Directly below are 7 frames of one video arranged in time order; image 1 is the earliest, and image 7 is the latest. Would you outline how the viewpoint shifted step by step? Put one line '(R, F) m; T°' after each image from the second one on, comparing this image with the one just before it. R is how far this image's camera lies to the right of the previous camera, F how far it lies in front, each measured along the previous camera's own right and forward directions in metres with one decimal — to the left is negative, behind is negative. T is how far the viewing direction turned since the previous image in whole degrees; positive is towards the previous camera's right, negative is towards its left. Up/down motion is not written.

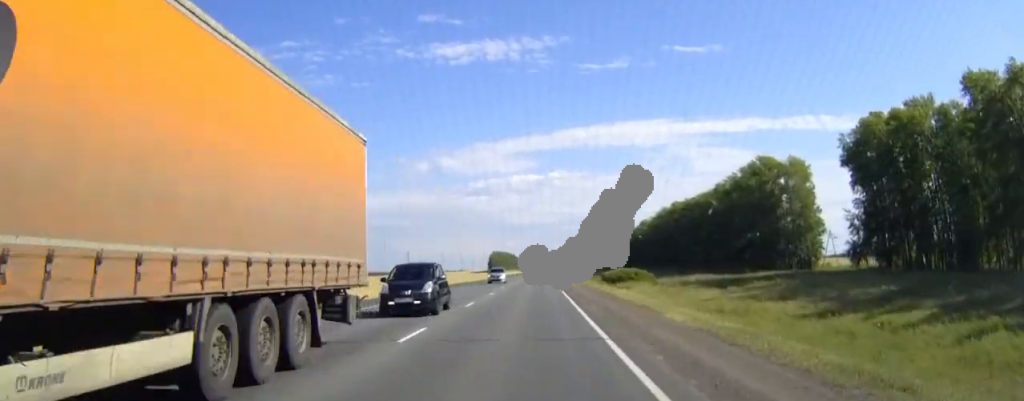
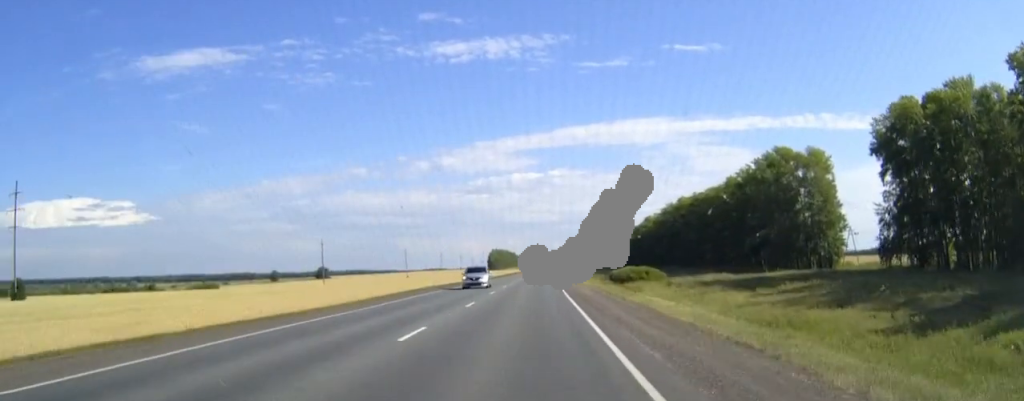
(0.0, +11.9) m; 0°
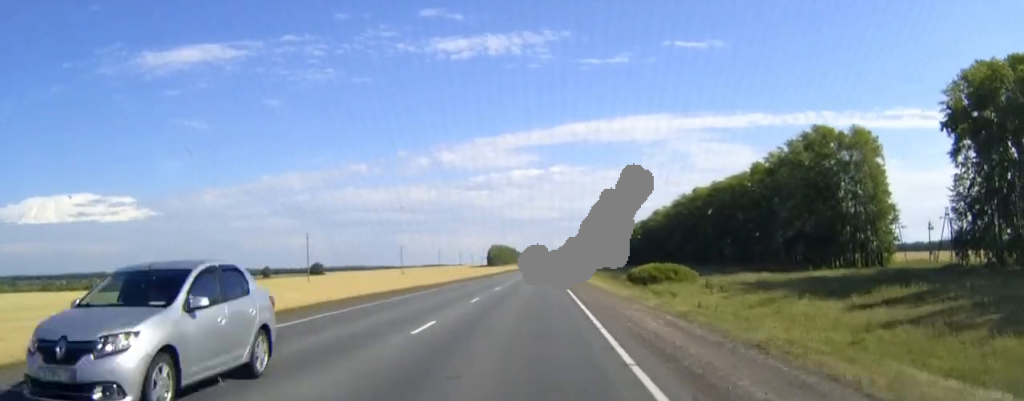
(0.0, +22.8) m; 0°
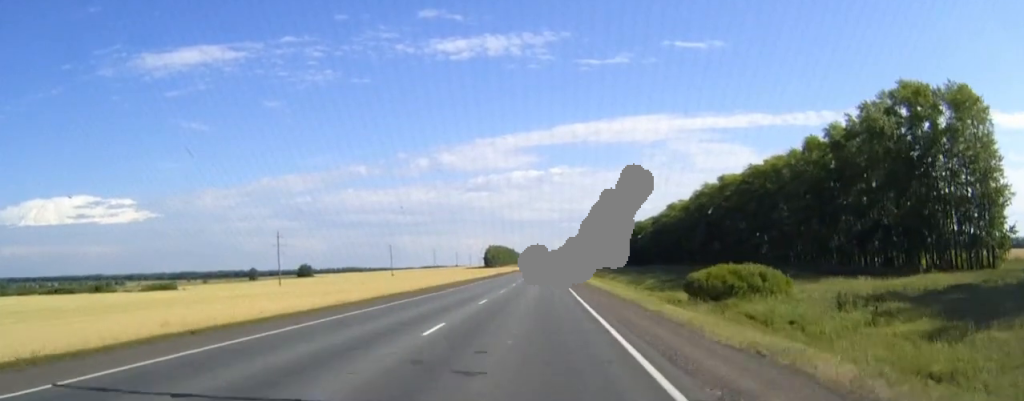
(0.0, +35.7) m; 0°
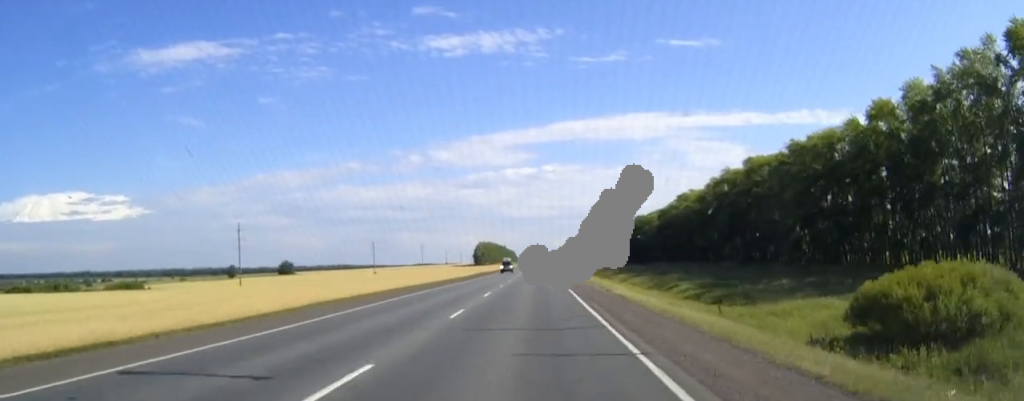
(+0.1, +31.7) m; 0°
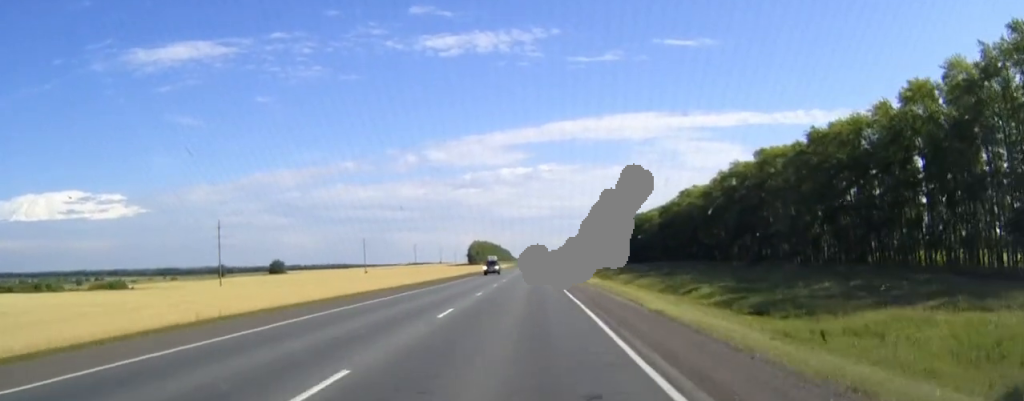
(0.0, +12.8) m; 0°
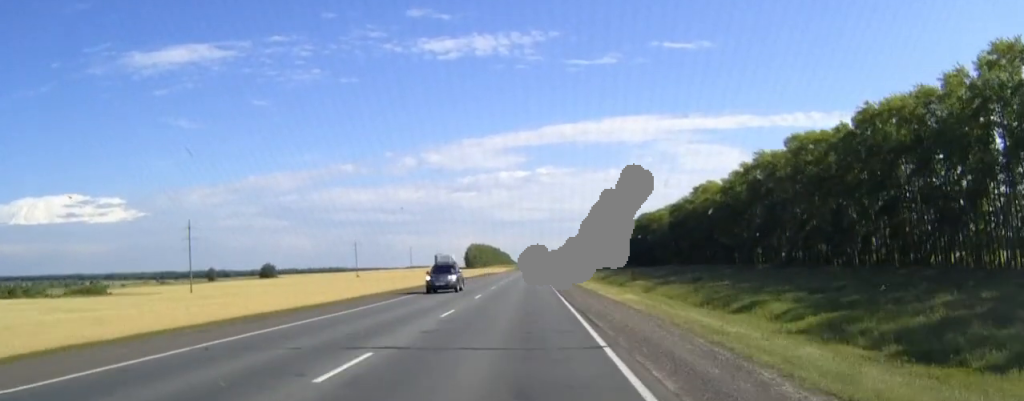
(+0.1, +21.5) m; 0°
